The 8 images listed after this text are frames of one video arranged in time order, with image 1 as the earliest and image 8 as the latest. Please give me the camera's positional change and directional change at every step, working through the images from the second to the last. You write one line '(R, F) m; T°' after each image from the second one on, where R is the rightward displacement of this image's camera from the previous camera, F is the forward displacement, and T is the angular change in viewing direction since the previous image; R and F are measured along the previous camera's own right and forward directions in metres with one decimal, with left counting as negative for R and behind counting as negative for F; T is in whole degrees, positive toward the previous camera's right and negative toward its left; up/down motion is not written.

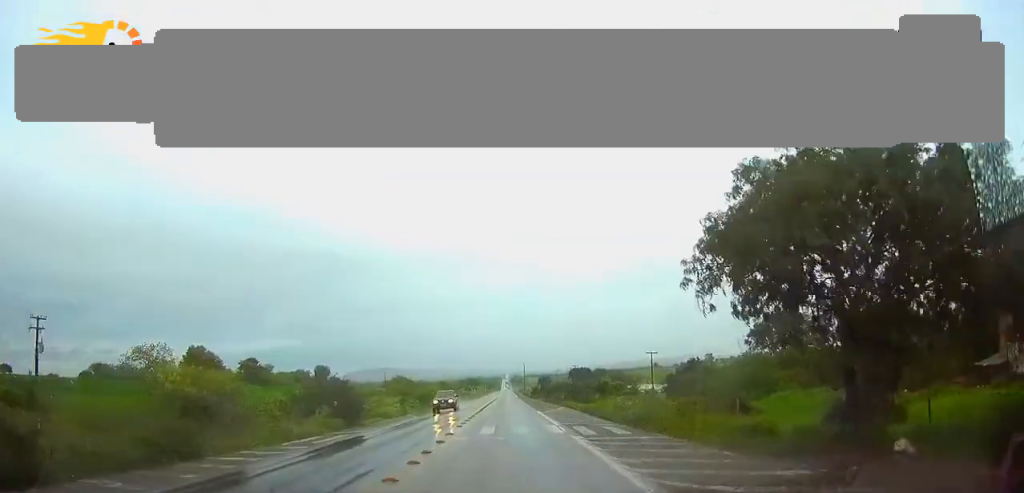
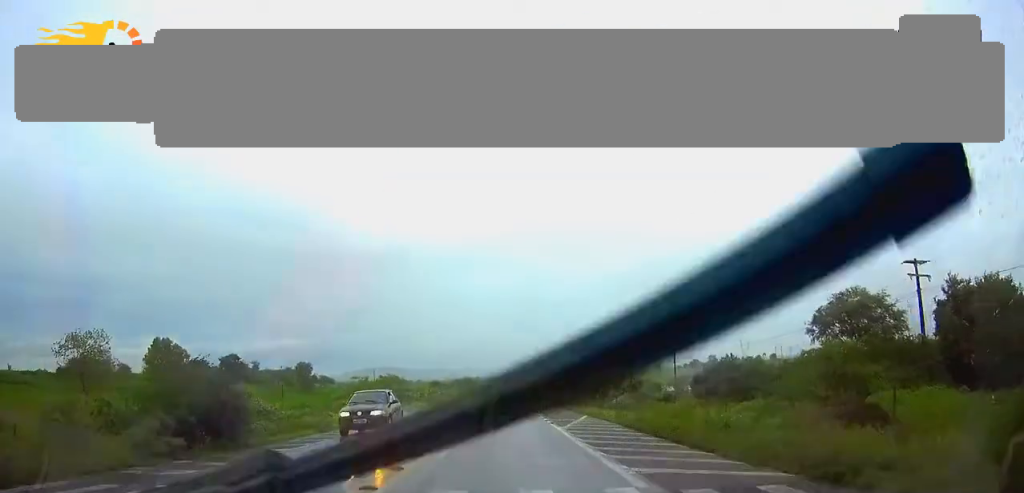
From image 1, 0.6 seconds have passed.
(0.0, +15.3) m; 0°
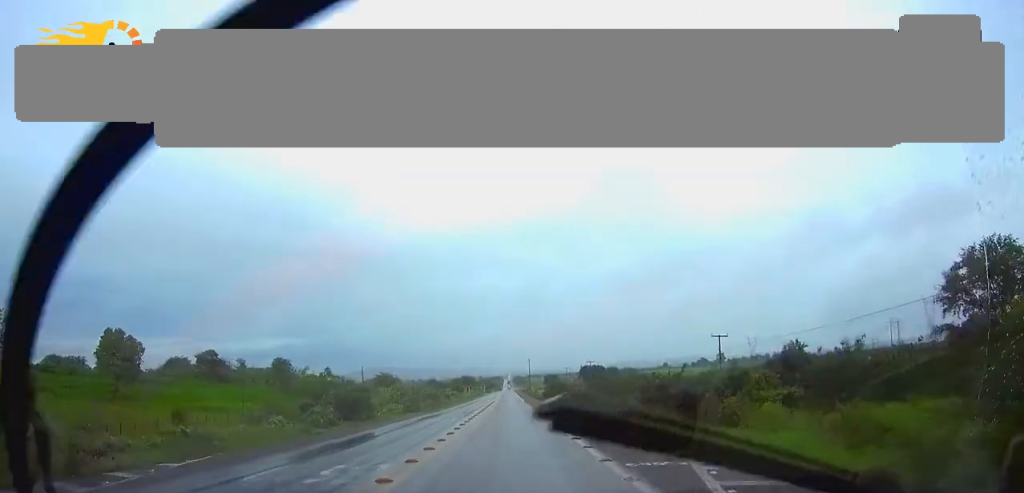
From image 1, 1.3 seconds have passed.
(-0.1, +18.7) m; 0°
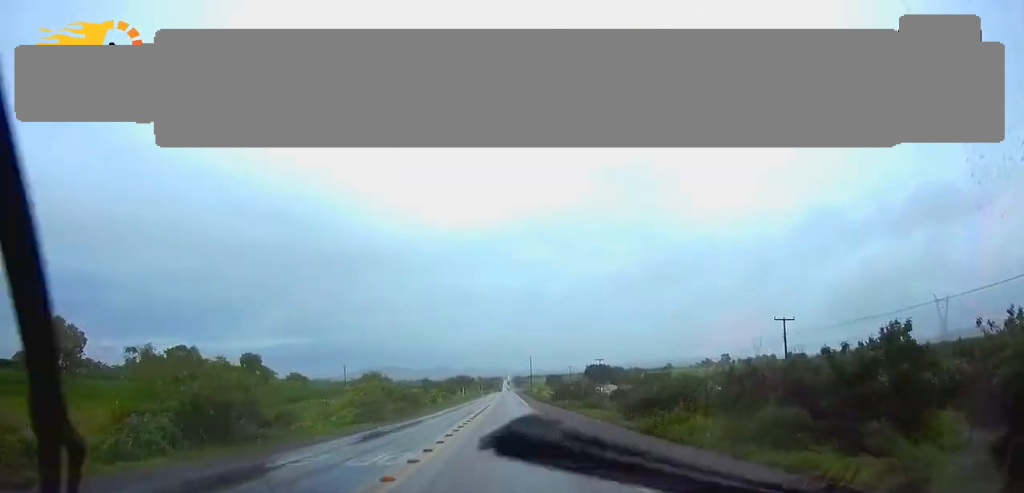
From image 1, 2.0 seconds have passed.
(-0.1, +18.1) m; 0°
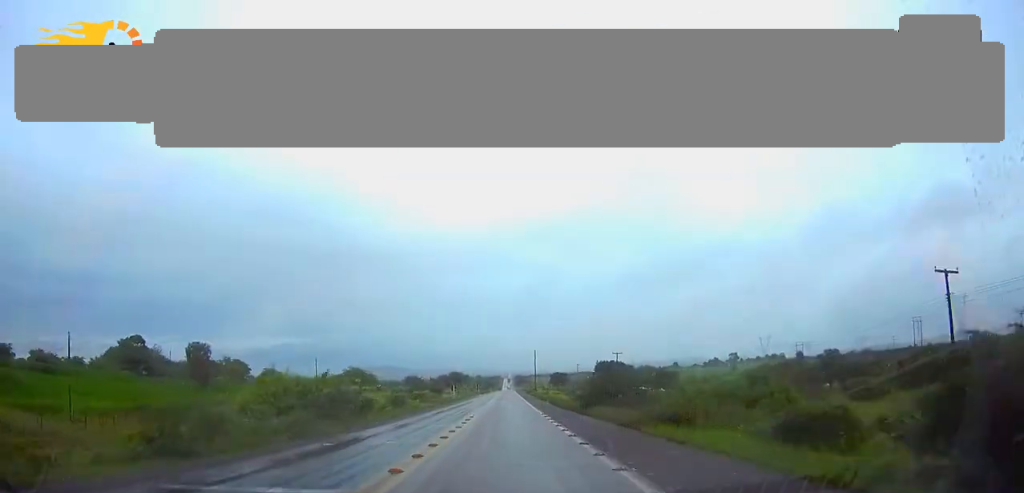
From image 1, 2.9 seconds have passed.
(0.0, +23.5) m; 0°
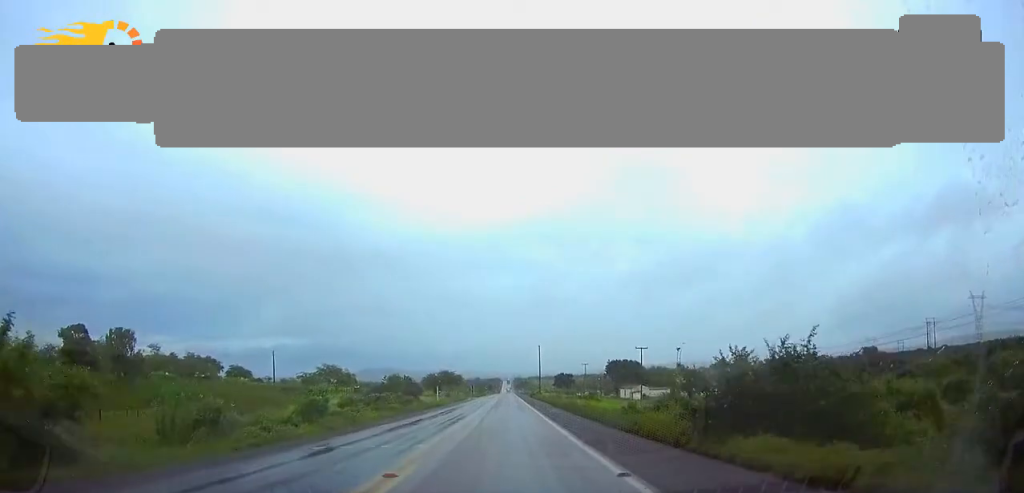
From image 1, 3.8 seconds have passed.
(0.0, +23.8) m; 0°
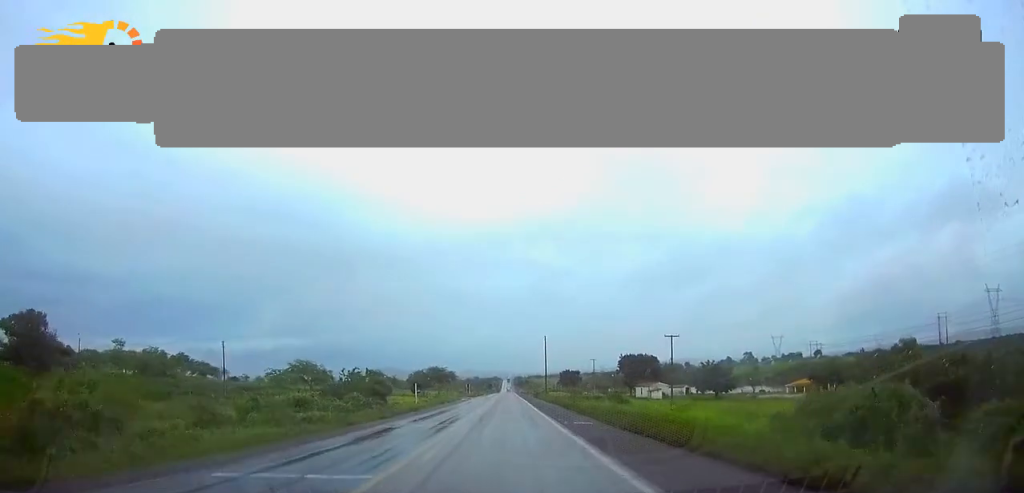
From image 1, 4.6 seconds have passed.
(0.0, +19.7) m; 0°
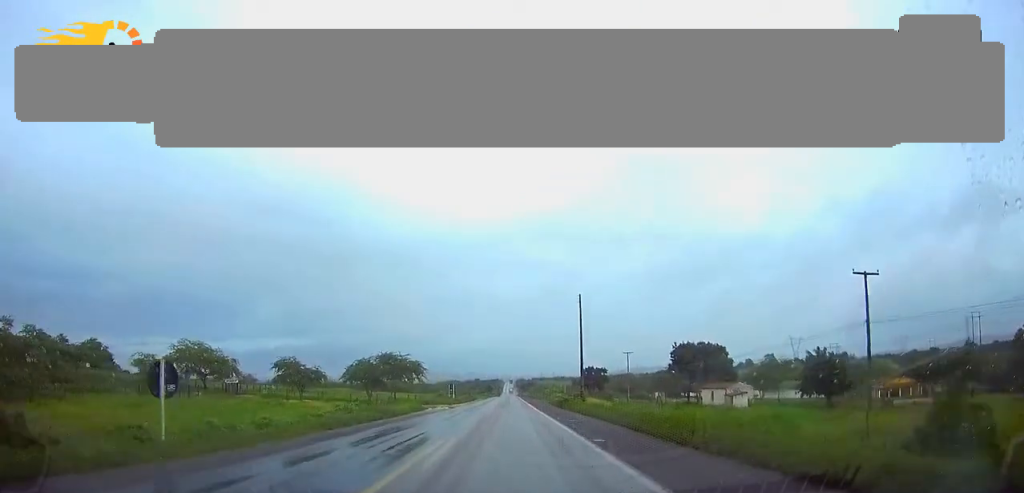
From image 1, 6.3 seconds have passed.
(-0.1, +48.8) m; -1°
